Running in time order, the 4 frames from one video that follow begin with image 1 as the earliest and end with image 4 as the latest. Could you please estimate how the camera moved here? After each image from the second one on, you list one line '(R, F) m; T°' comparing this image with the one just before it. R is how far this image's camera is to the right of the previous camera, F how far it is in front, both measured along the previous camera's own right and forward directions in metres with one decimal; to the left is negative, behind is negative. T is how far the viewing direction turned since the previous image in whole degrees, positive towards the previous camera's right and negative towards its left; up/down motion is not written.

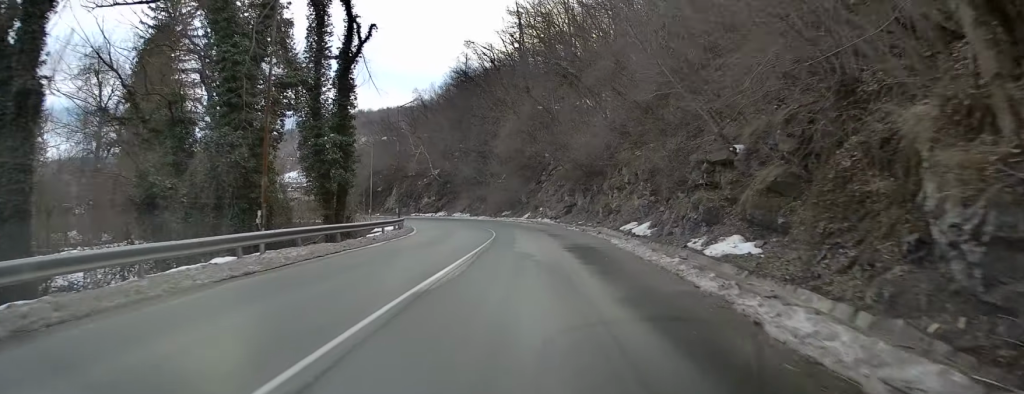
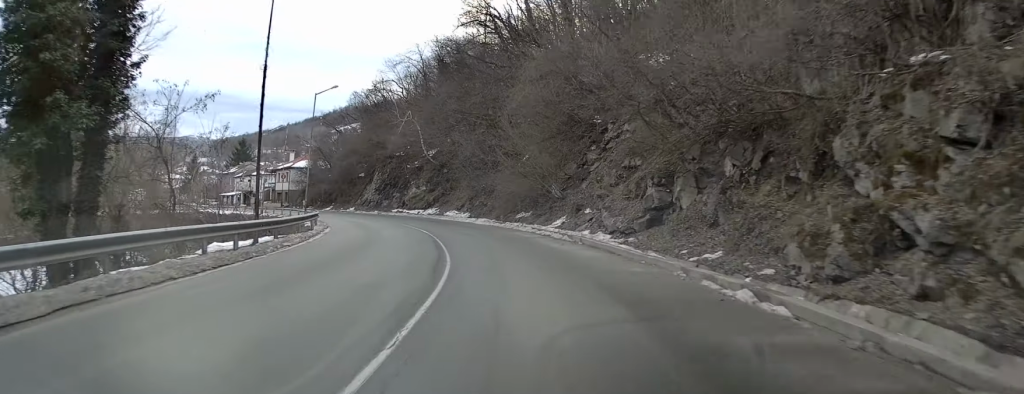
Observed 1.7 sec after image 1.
(-0.6, +26.1) m; -4°
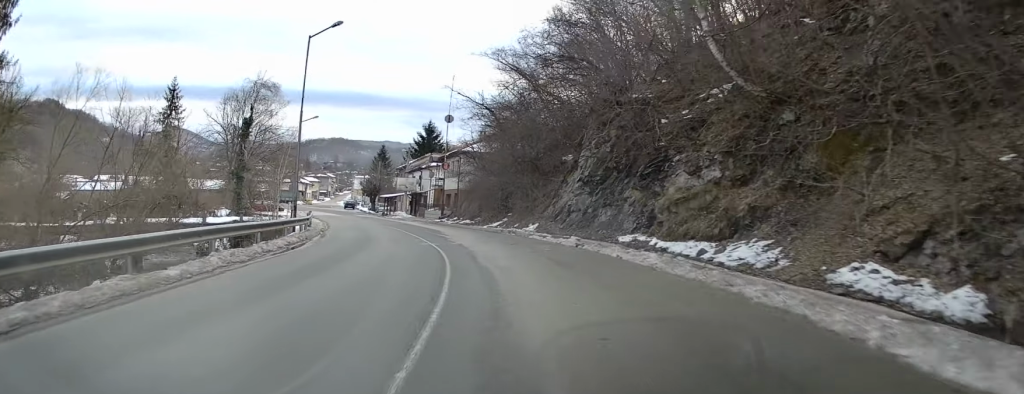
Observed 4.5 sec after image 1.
(-6.2, +38.2) m; -20°
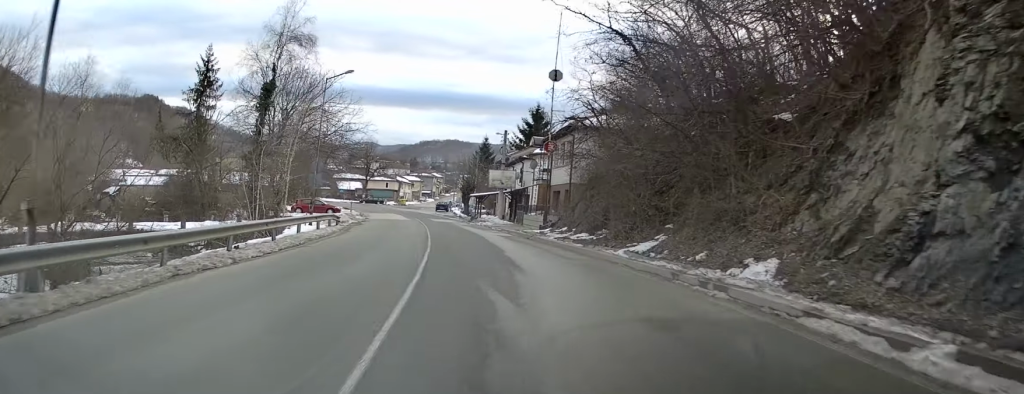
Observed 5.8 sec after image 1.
(-1.6, +19.8) m; -10°
